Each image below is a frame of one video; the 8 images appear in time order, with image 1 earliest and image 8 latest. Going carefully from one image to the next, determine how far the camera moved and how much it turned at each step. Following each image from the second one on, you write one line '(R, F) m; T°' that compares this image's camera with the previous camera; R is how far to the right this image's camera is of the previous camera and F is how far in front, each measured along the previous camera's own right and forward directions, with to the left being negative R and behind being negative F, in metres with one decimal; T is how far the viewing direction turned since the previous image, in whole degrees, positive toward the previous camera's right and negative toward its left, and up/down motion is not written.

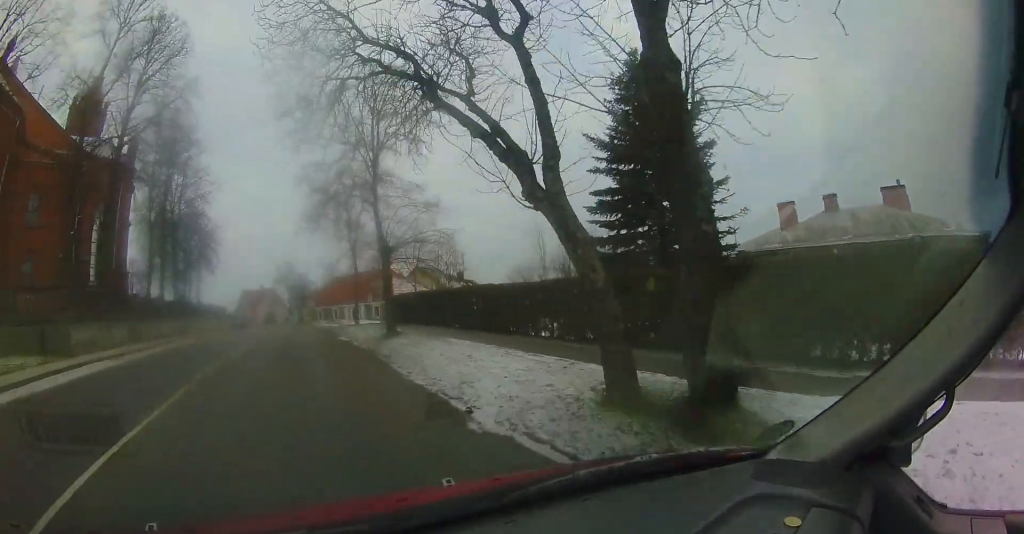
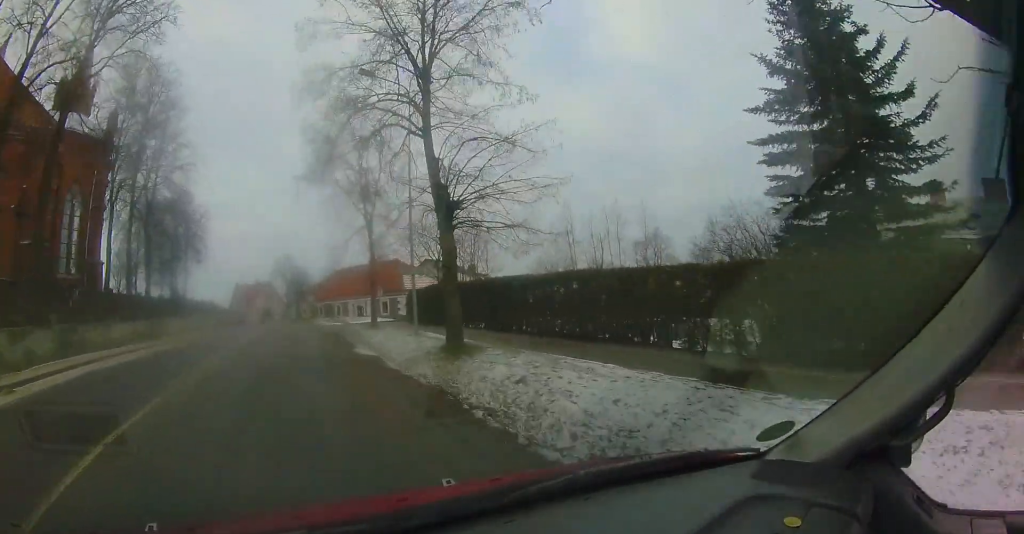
(0.0, +6.4) m; 0°
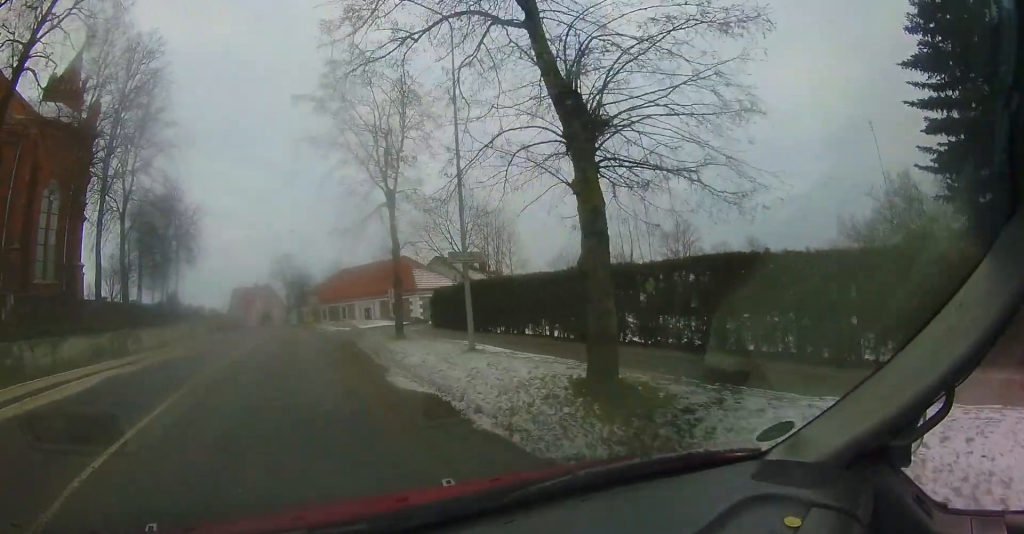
(0.0, +4.5) m; 0°
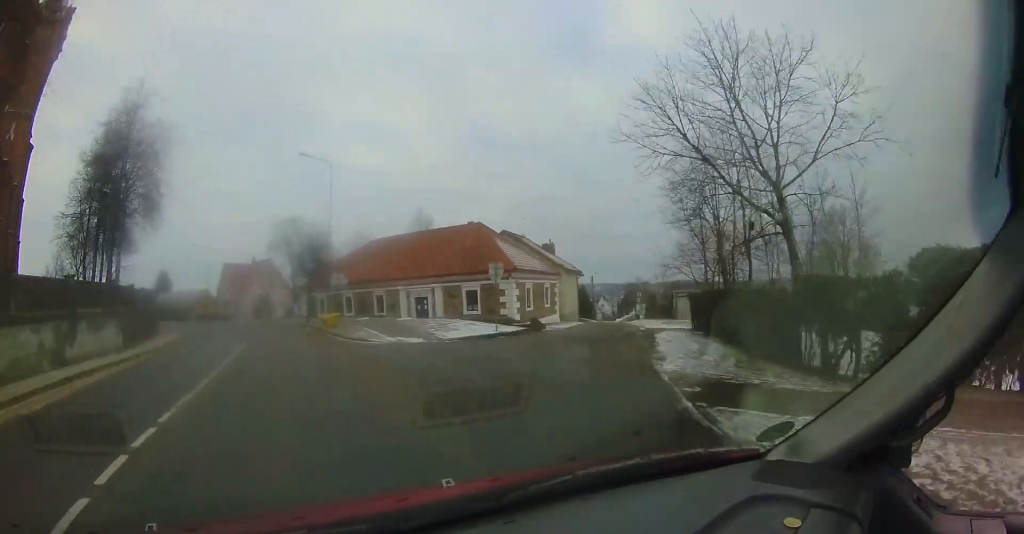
(-0.4, +18.5) m; -3°
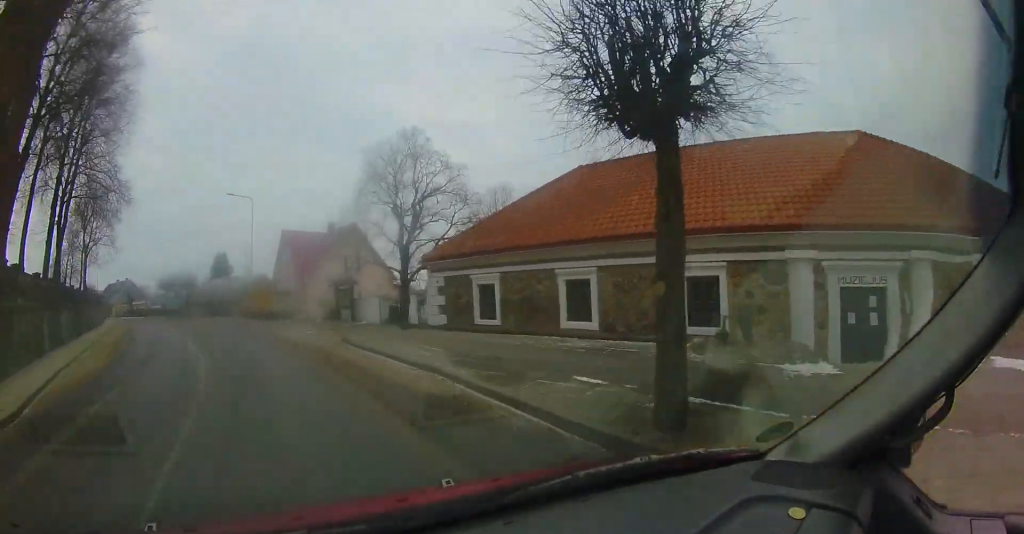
(-1.9, +23.3) m; -11°
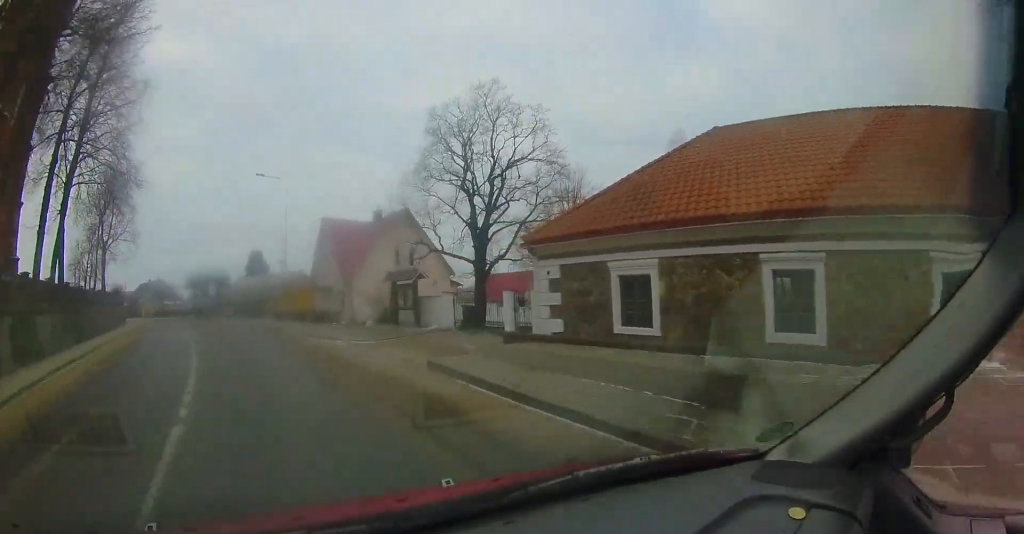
(+0.2, +5.6) m; -4°
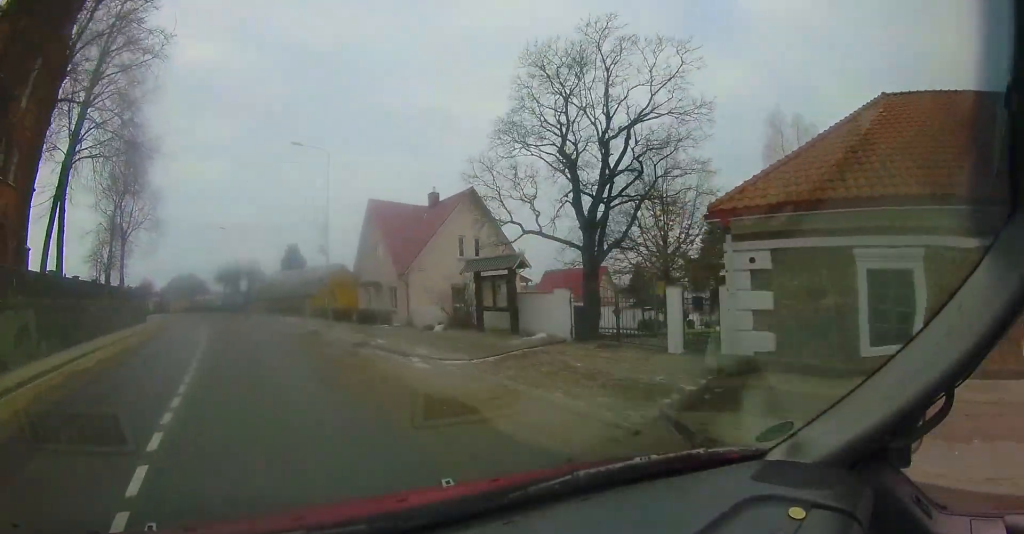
(-0.5, +5.1) m; -7°
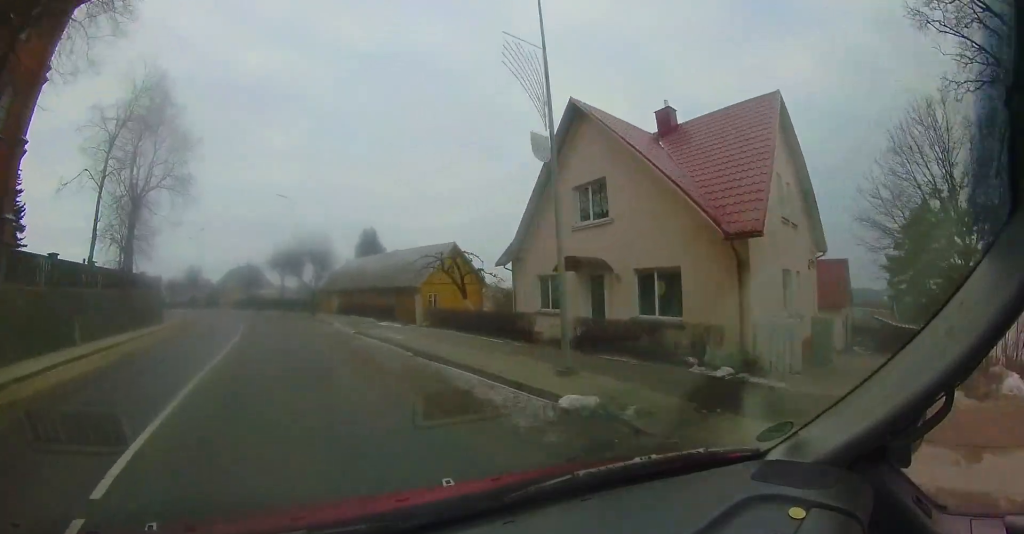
(-2.0, +14.2) m; -14°
